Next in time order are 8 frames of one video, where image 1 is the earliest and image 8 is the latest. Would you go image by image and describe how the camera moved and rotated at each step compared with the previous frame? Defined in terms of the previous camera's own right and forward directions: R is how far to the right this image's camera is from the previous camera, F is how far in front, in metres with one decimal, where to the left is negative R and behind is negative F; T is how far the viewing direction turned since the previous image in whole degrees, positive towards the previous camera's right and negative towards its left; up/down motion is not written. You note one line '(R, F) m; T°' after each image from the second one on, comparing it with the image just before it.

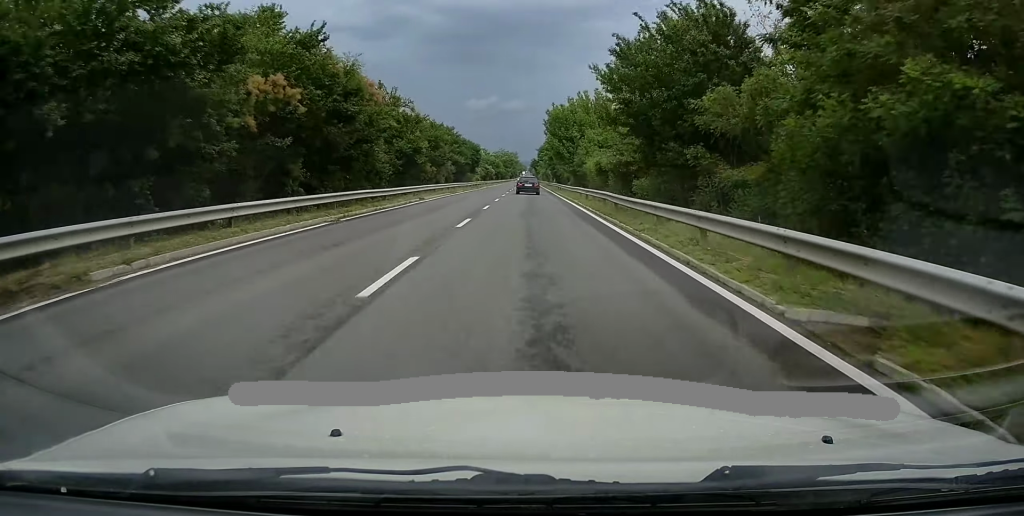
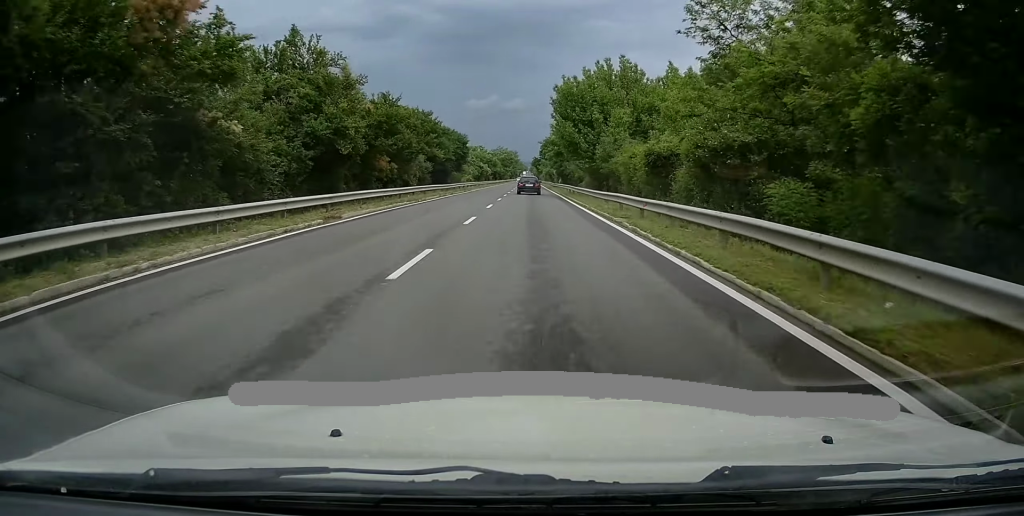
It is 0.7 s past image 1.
(-0.3, +16.7) m; 0°
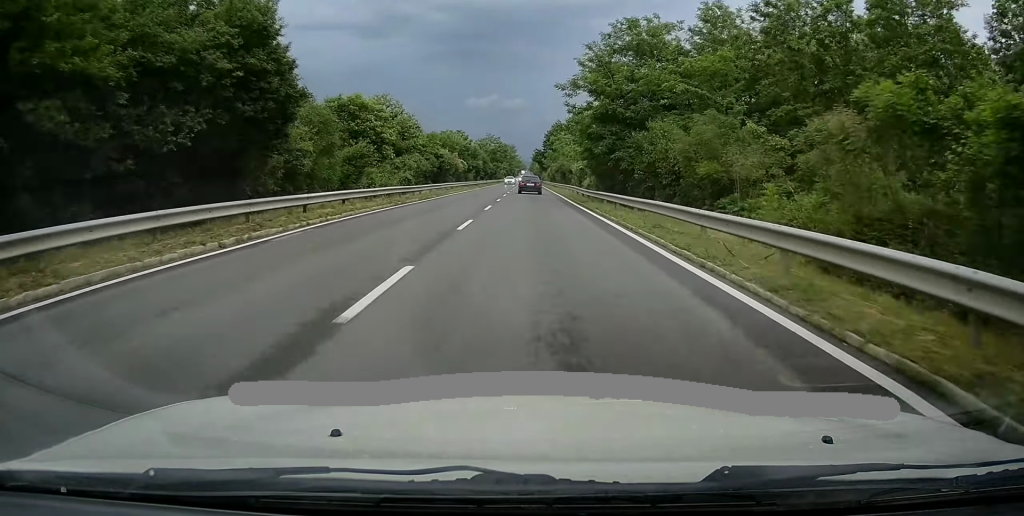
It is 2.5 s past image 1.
(0.0, +46.3) m; 0°
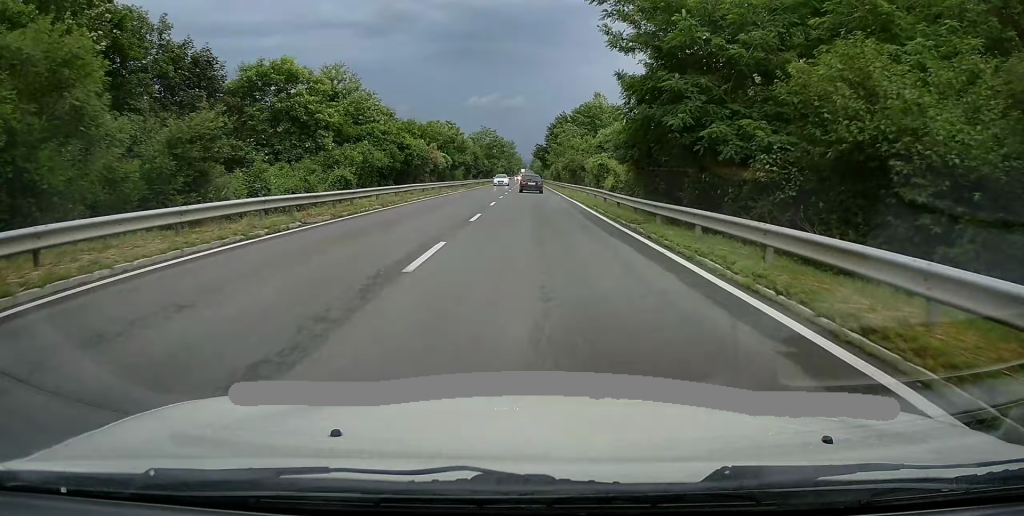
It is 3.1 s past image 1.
(-0.3, +15.2) m; 0°
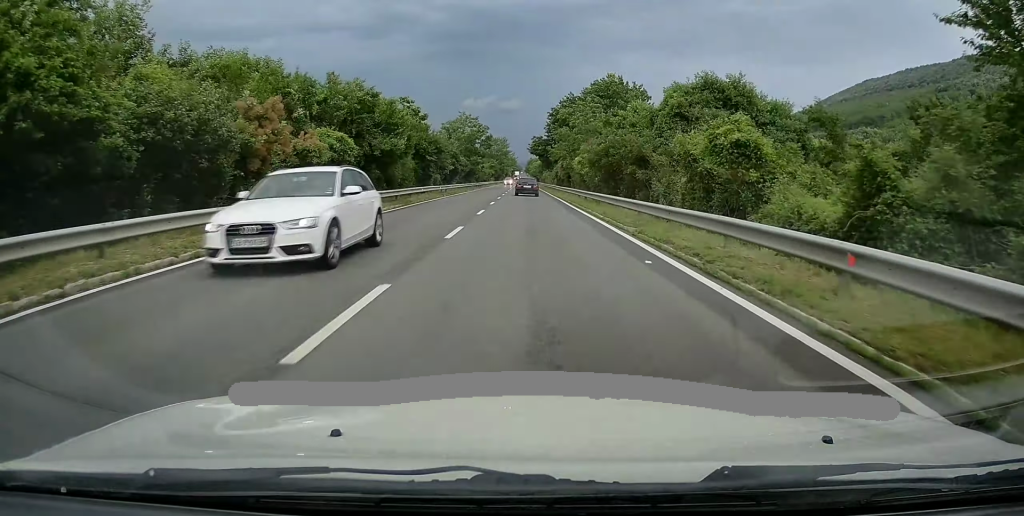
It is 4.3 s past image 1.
(+0.6, +30.5) m; +1°
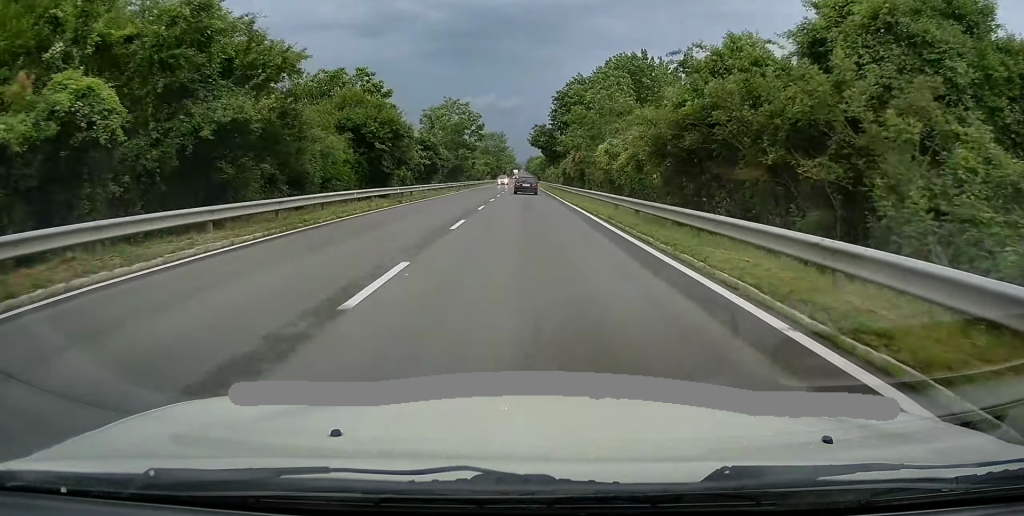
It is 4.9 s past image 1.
(0.0, +16.1) m; 0°
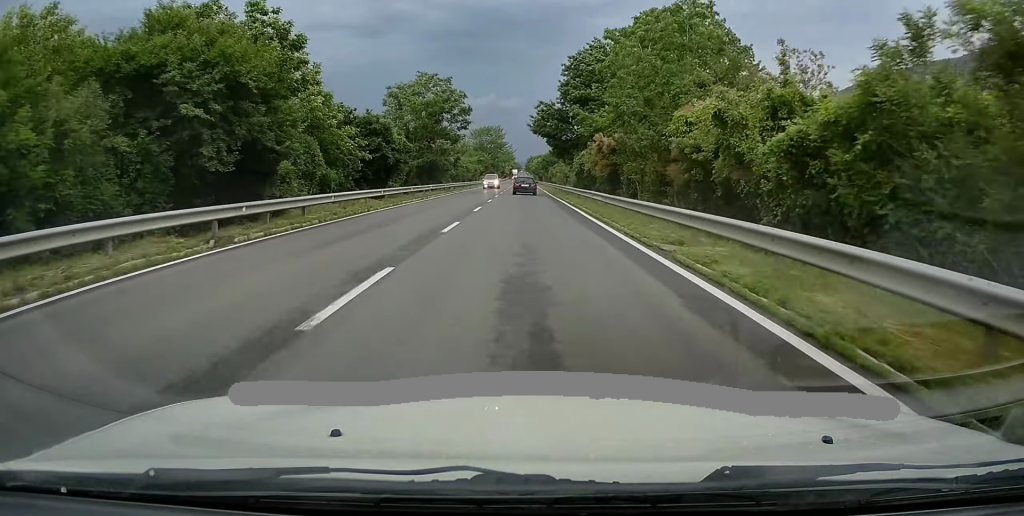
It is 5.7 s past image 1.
(0.0, +18.6) m; 0°
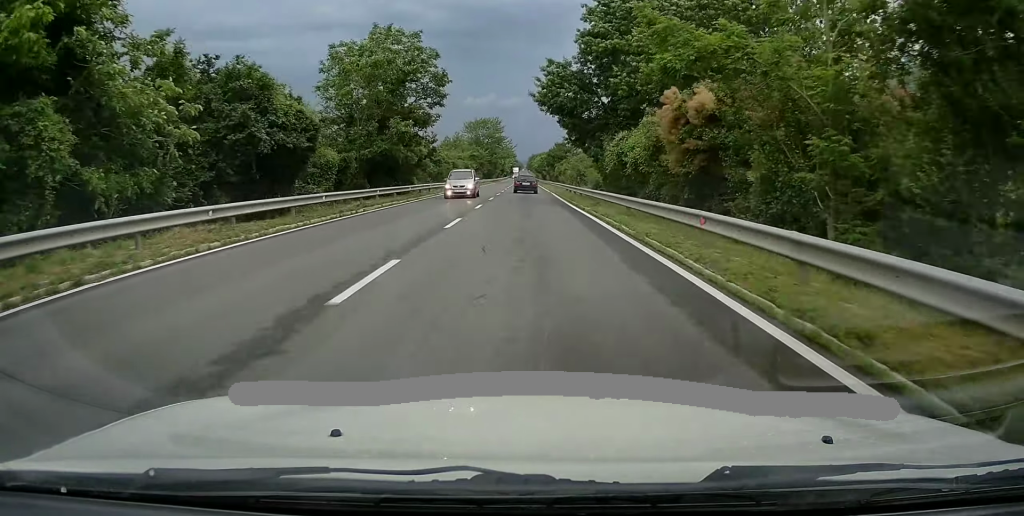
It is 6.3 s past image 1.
(0.0, +16.9) m; 0°
